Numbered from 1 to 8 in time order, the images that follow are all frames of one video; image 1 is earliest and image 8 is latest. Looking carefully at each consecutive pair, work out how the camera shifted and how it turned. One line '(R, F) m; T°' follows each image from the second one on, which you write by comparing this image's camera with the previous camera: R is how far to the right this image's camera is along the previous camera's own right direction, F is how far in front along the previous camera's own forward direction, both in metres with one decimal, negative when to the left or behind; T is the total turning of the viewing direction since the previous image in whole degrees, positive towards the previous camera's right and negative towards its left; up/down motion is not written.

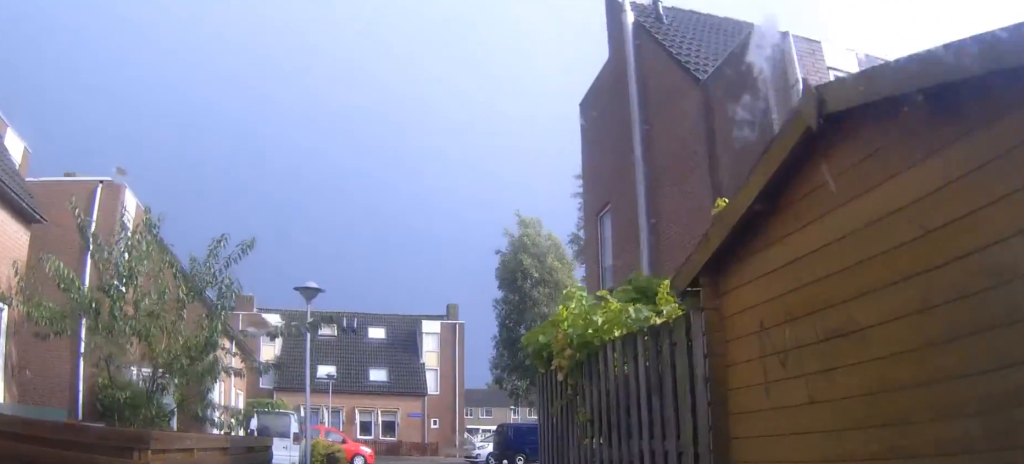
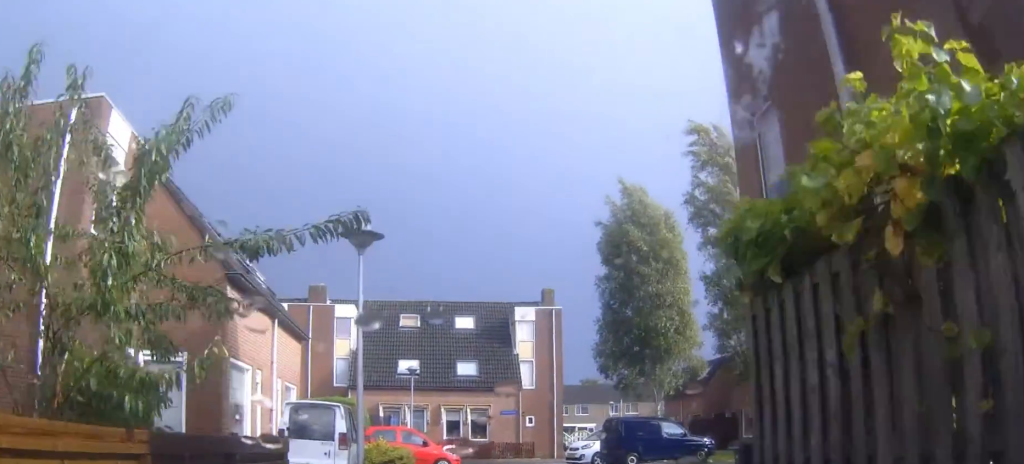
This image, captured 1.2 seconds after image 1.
(-0.1, +4.0) m; -6°
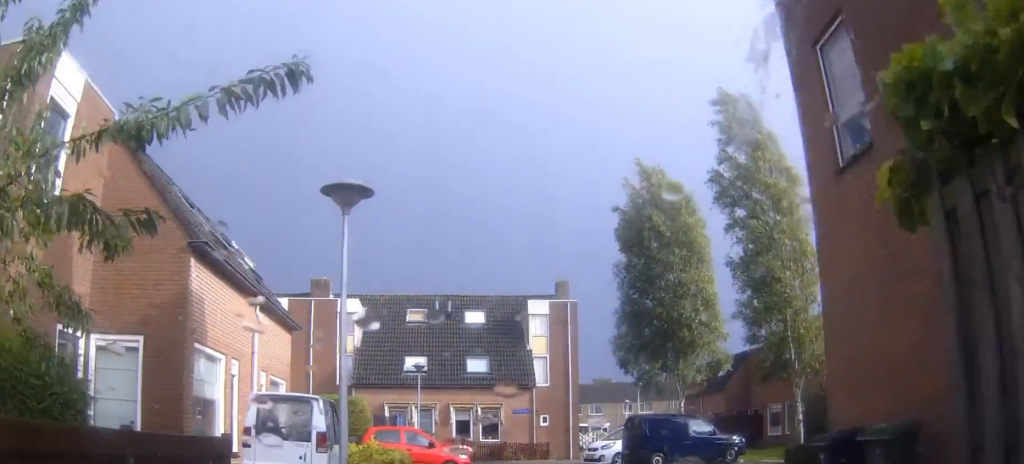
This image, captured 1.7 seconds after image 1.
(0.0, +1.9) m; -4°
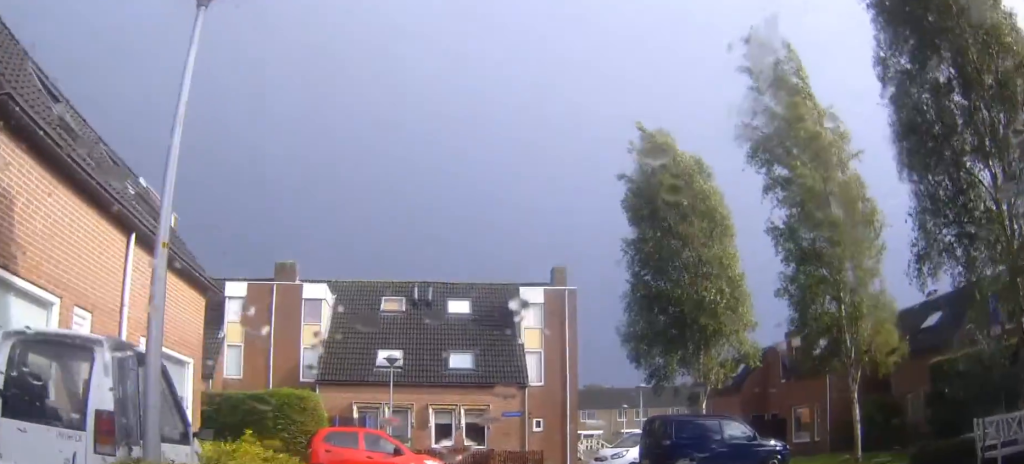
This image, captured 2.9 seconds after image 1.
(-0.4, +4.8) m; -2°
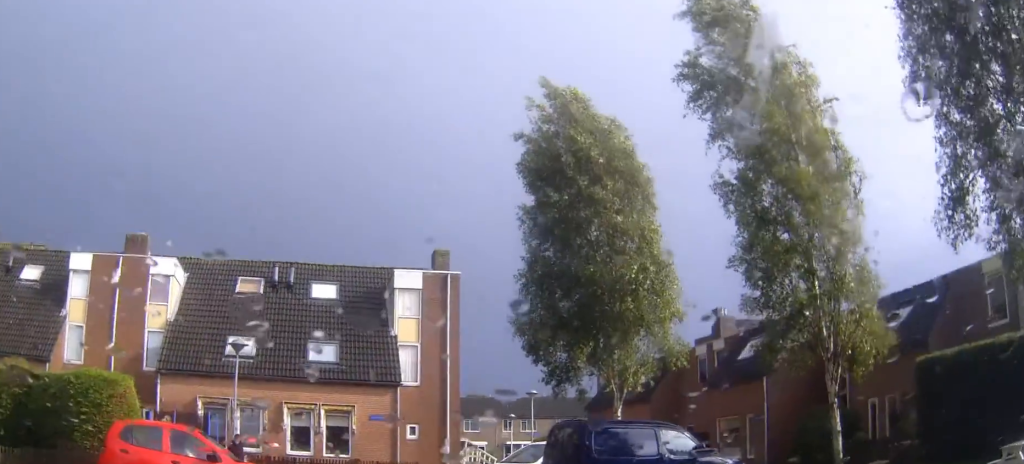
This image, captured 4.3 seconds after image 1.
(+0.3, +5.0) m; +9°
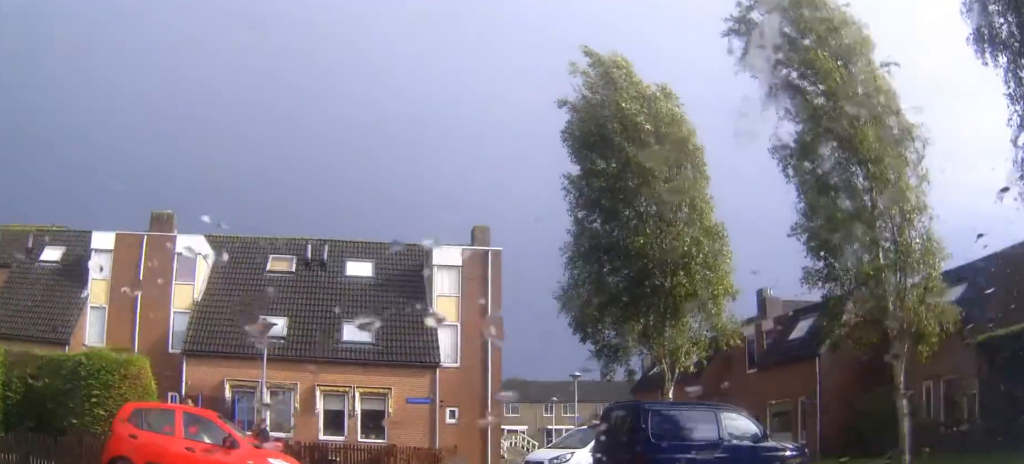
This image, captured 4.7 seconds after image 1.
(0.0, +1.3) m; +4°
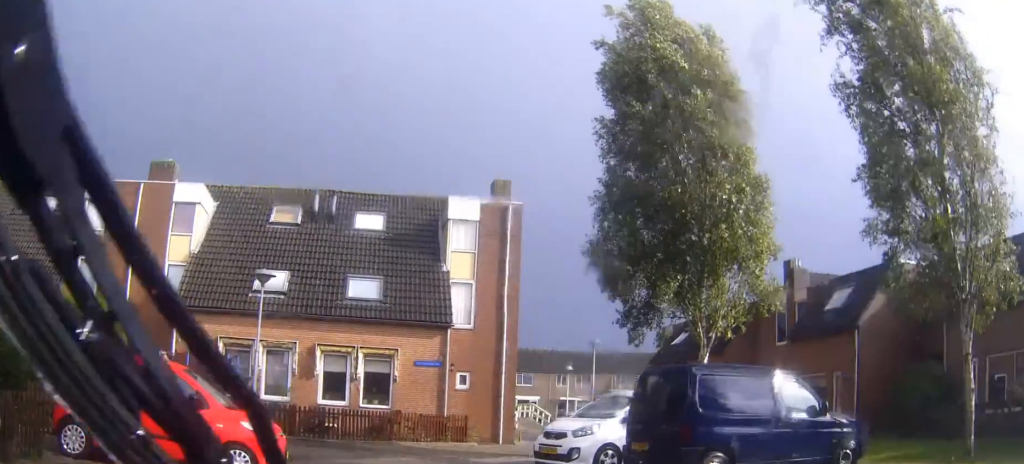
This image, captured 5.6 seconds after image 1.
(+0.3, +2.4) m; +17°
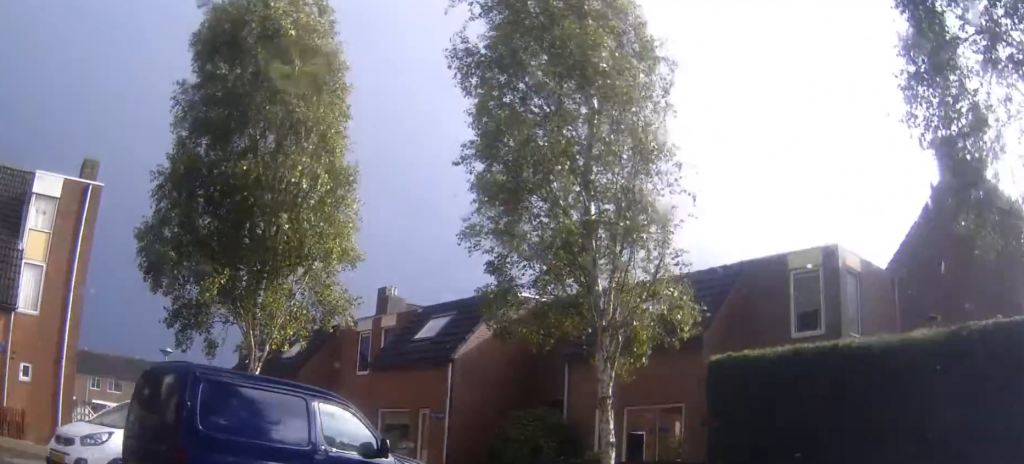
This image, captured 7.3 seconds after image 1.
(+1.0, +2.8) m; +32°
